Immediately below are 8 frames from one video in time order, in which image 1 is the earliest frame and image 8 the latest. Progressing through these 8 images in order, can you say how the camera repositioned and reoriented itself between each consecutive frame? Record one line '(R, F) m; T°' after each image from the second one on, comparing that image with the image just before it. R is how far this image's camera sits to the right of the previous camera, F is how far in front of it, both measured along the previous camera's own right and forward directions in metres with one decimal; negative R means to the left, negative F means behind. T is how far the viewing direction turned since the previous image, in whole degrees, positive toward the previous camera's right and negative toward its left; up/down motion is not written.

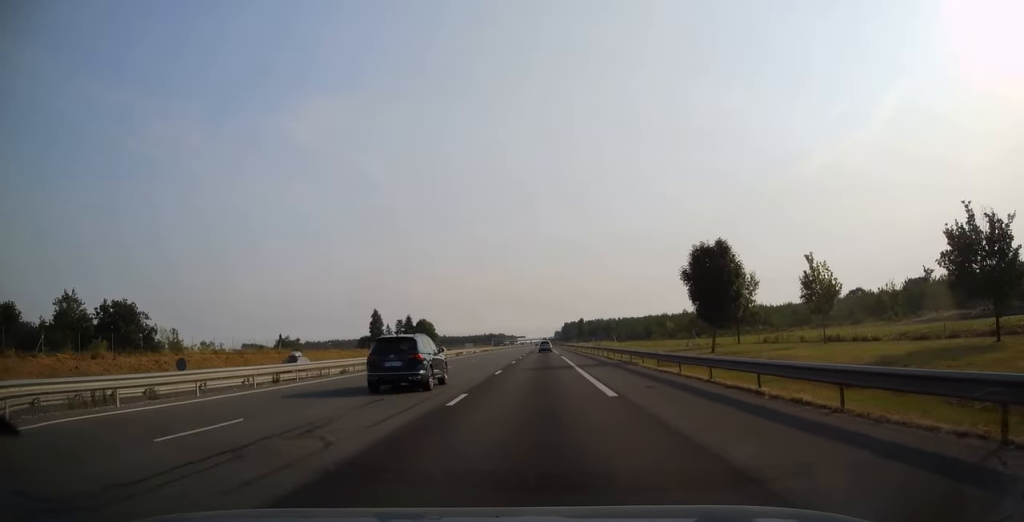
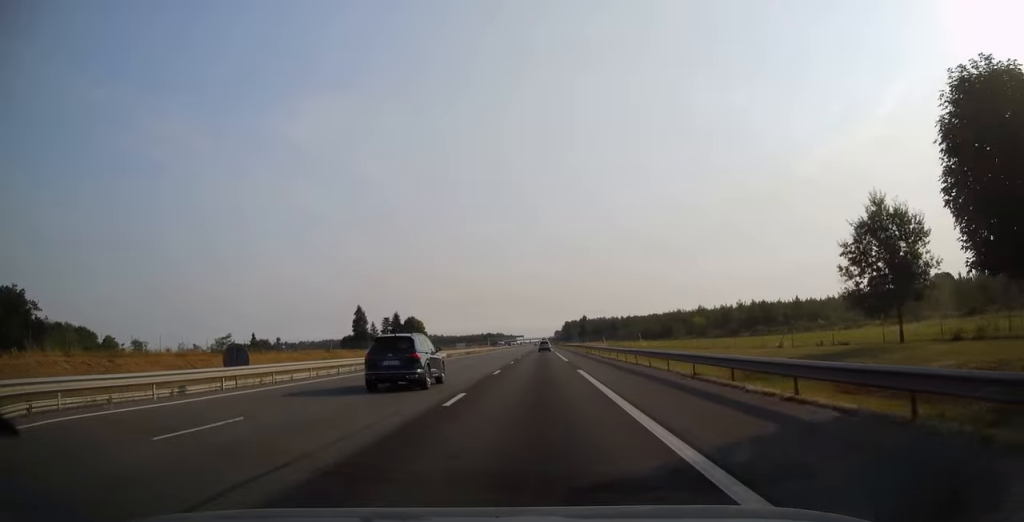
(+0.1, +26.5) m; 0°
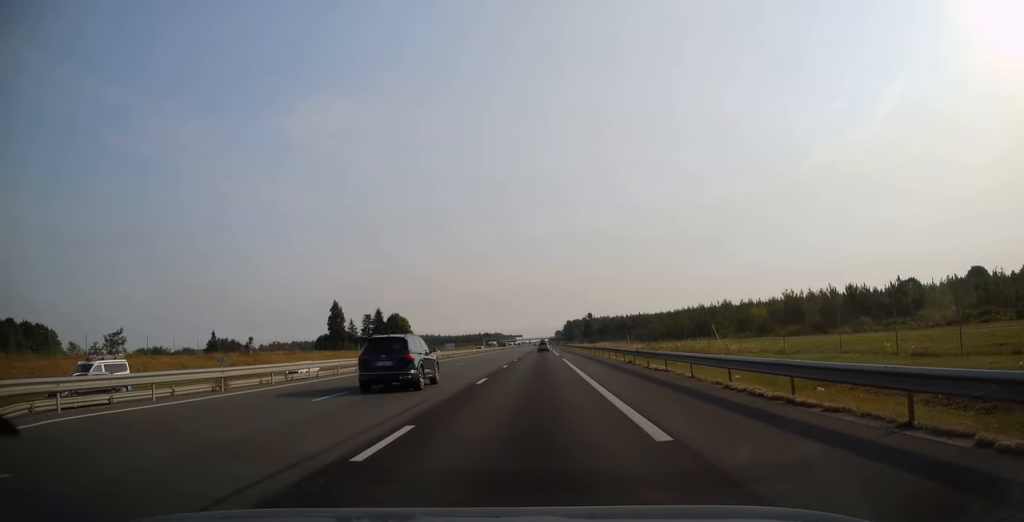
(-0.1, +32.5) m; 0°
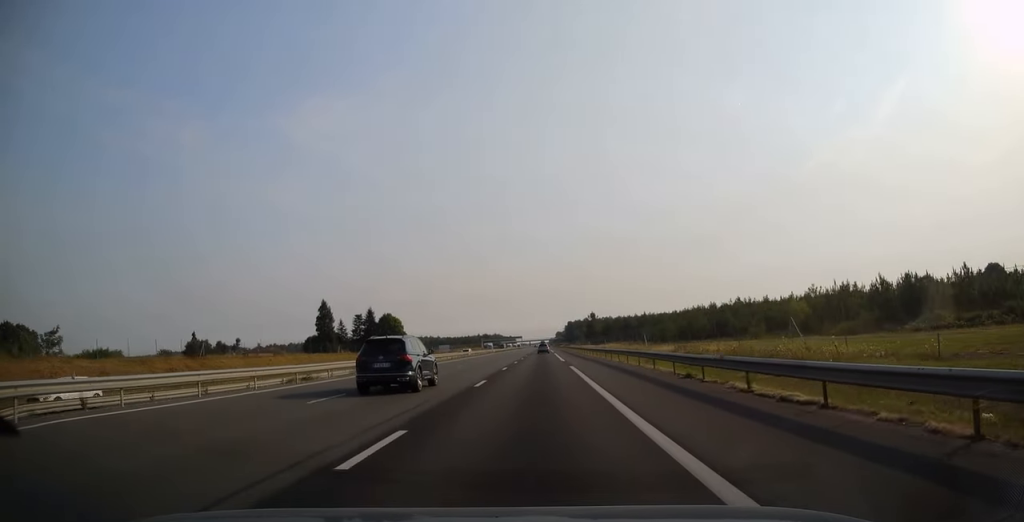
(0.0, +13.6) m; 0°
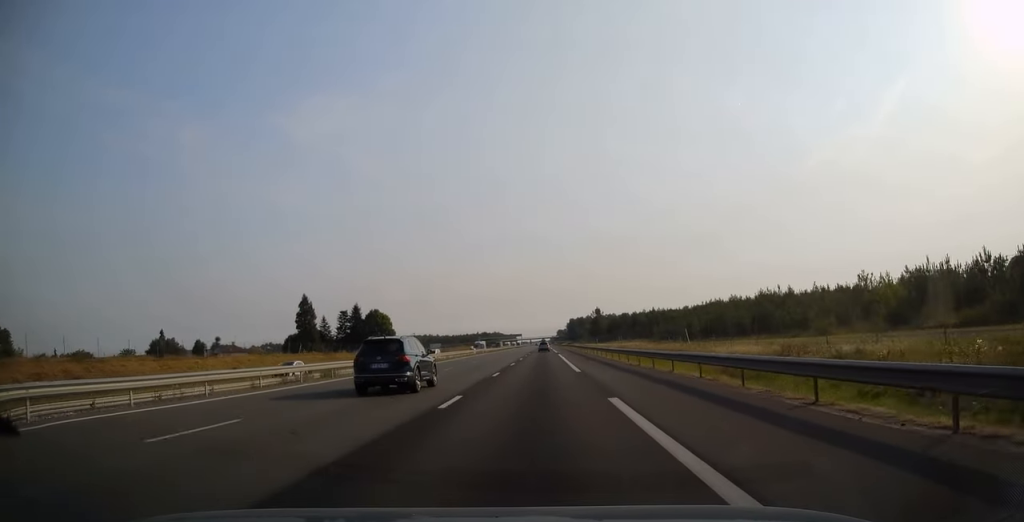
(0.0, +19.9) m; 0°
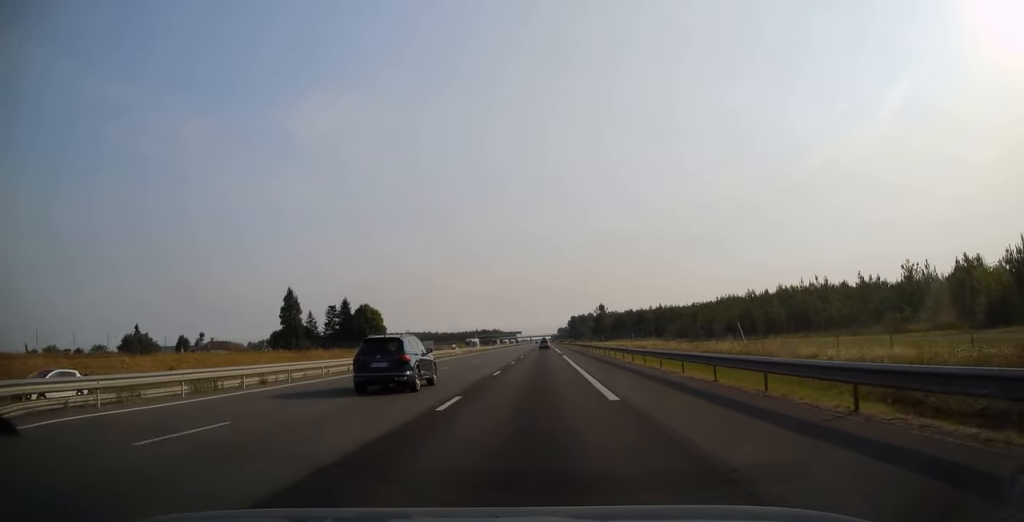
(0.0, +13.6) m; 0°
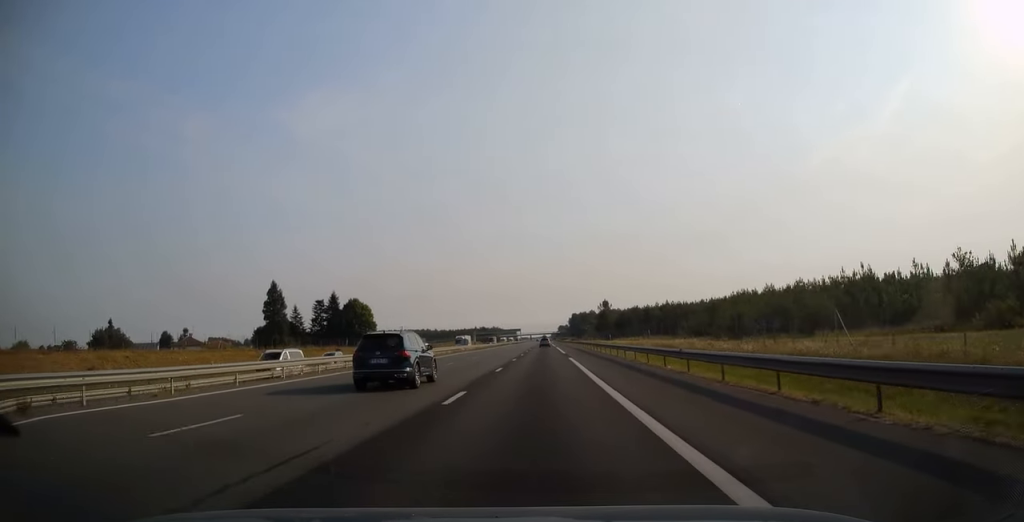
(0.0, +12.8) m; 0°
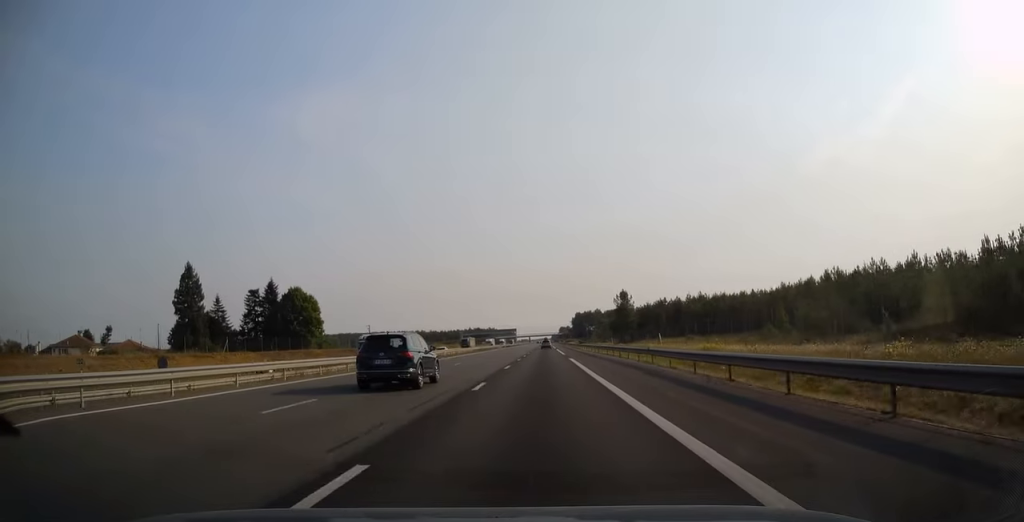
(-0.1, +48.8) m; 0°
